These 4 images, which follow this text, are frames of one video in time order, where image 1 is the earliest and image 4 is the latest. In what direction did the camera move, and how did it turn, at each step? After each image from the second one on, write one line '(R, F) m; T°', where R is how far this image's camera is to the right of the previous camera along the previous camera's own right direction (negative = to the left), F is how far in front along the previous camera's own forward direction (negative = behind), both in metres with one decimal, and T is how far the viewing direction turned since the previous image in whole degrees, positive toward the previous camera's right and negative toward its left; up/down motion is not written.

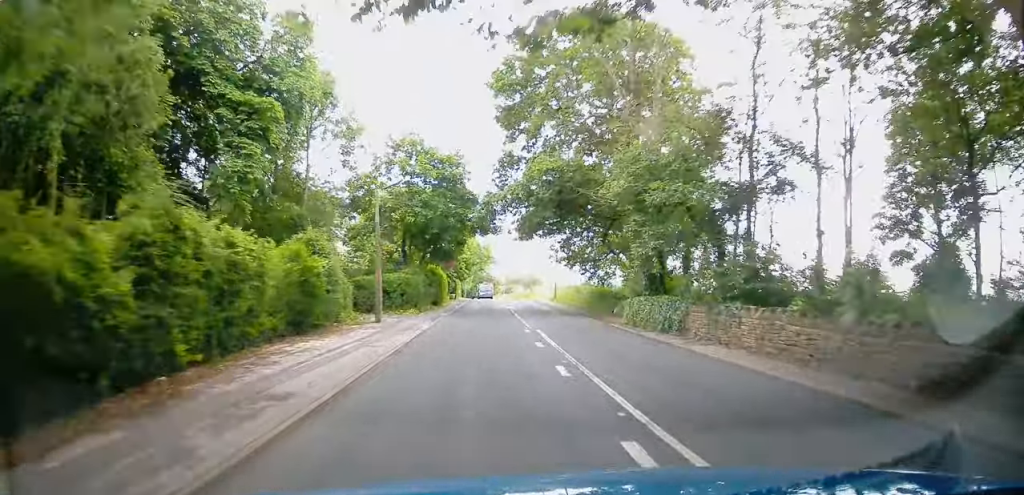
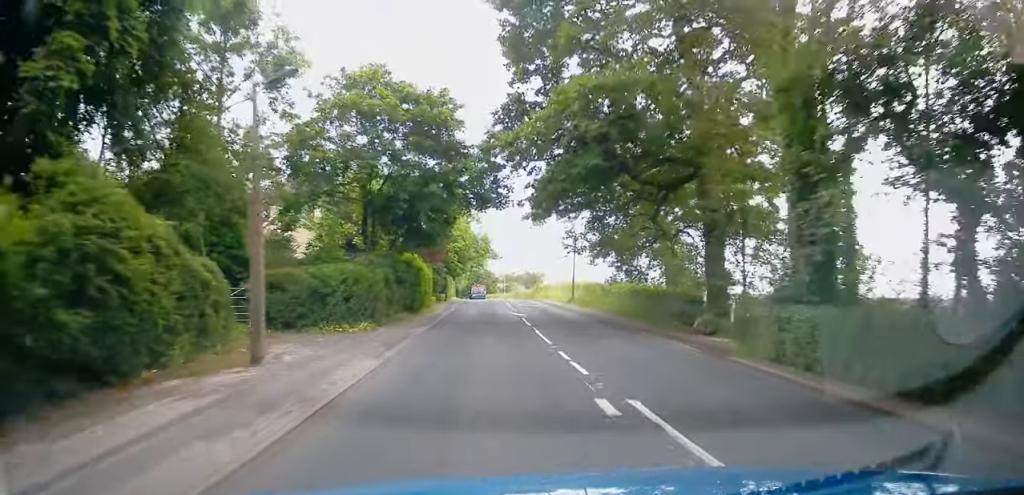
(0.0, +12.0) m; -1°
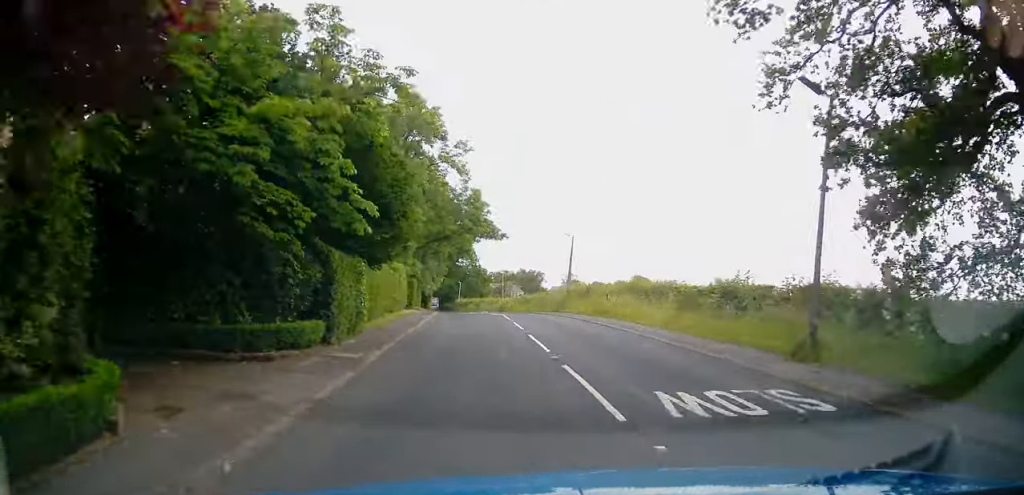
(+0.2, +33.5) m; +1°
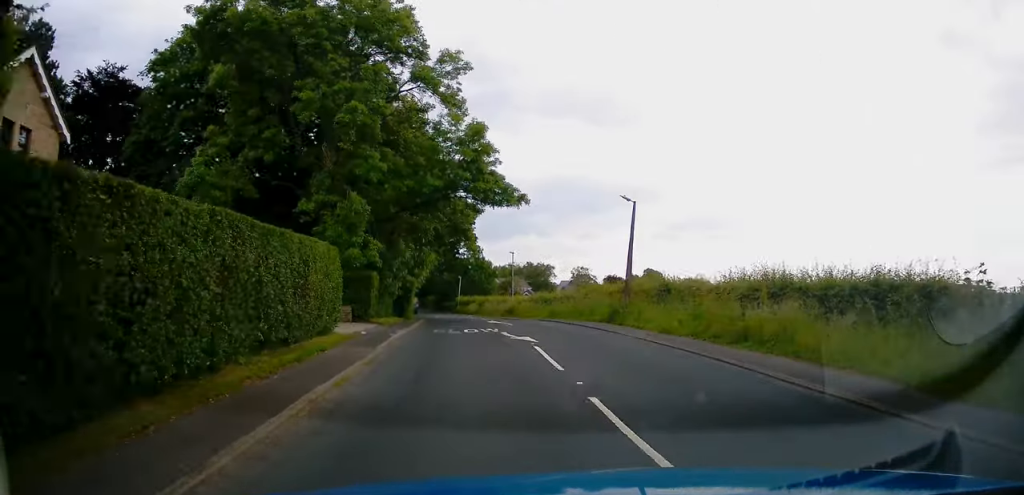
(-0.1, +15.6) m; -1°
